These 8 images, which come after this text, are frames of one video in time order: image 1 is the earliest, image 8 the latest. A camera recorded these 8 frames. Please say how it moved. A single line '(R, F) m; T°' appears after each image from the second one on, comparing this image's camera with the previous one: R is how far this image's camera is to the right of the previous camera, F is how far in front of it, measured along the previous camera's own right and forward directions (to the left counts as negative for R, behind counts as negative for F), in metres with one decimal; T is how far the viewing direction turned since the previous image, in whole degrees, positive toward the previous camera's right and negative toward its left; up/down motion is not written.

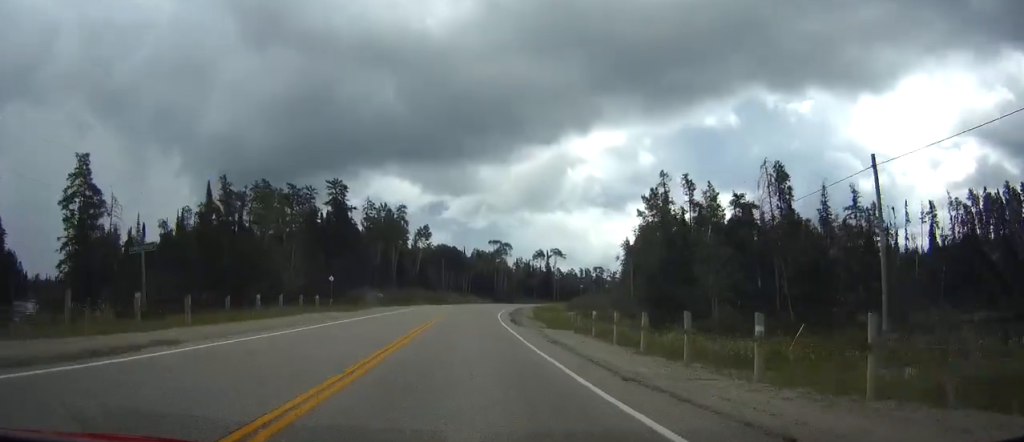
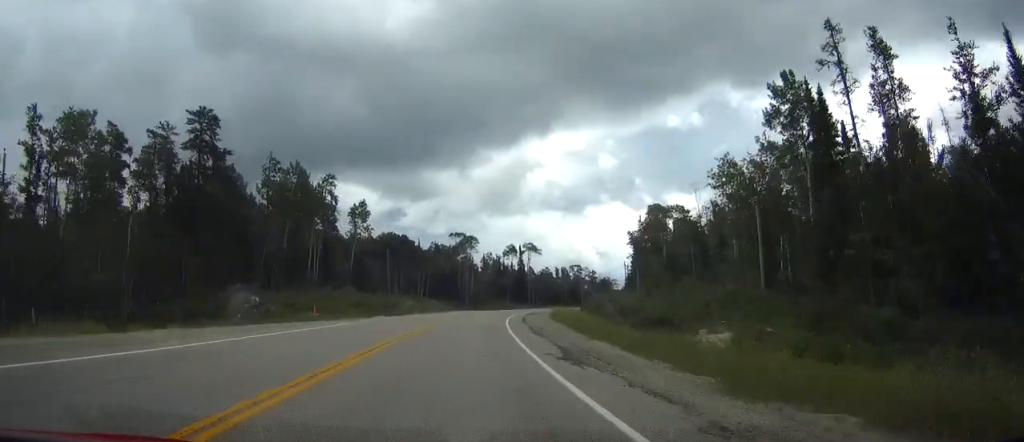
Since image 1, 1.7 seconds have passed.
(+1.2, +50.2) m; +3°
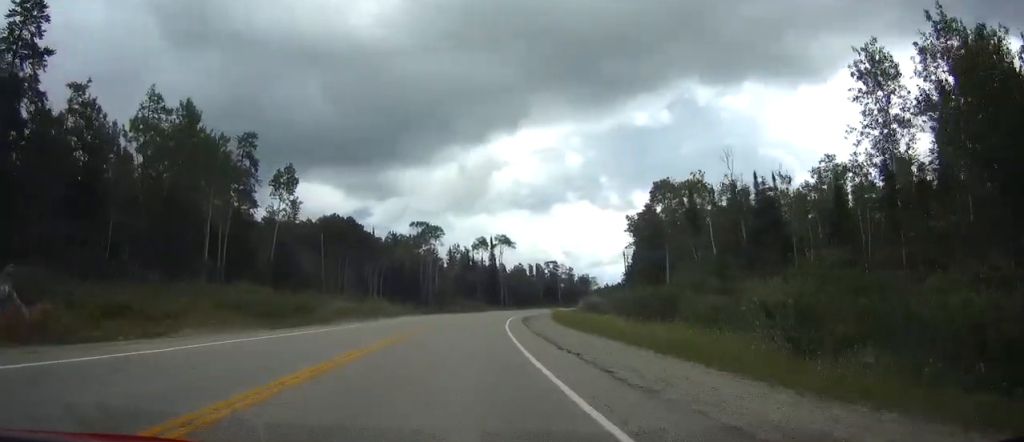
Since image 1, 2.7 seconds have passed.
(+0.8, +31.3) m; +3°
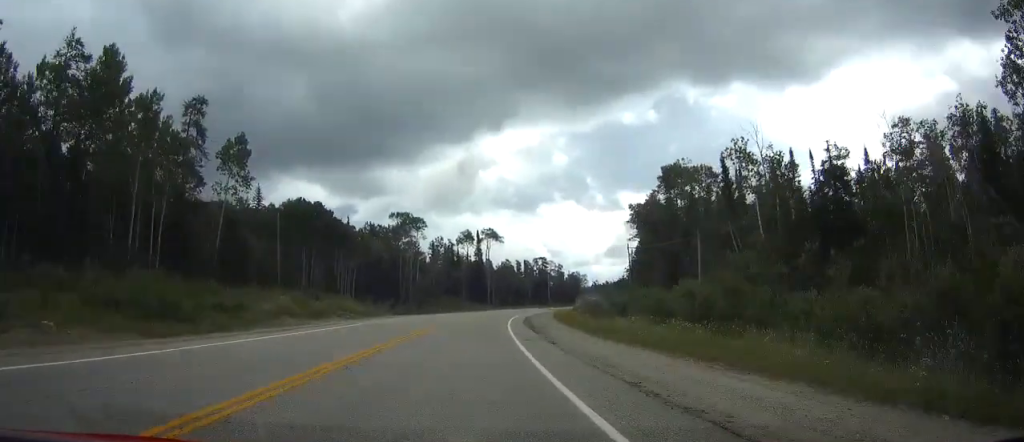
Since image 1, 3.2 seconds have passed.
(+0.1, +15.2) m; +2°
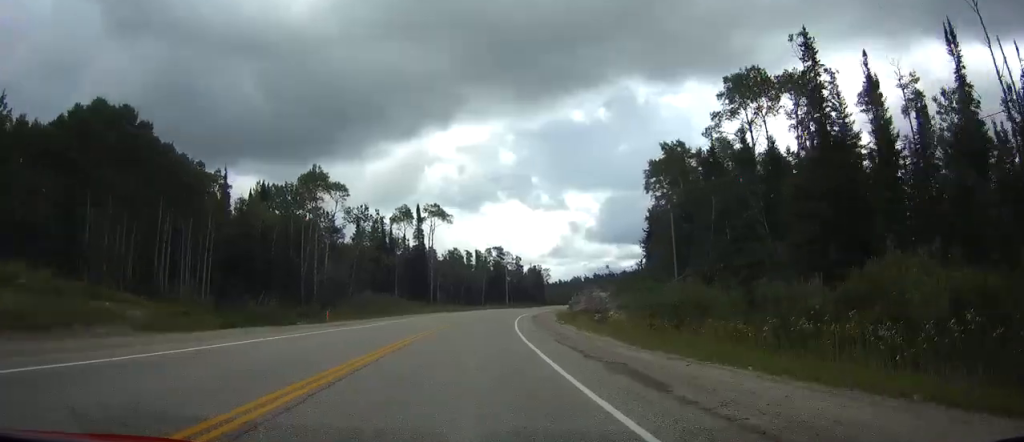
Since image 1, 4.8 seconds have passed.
(+2.2, +50.3) m; +5°
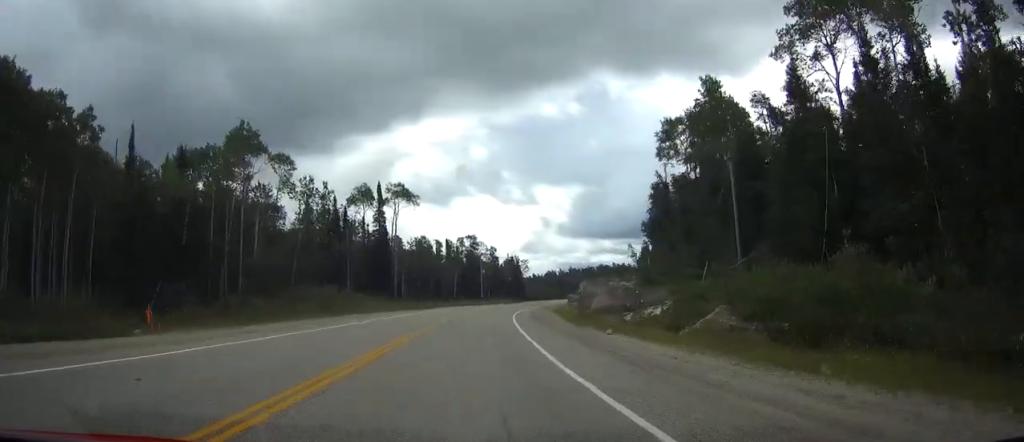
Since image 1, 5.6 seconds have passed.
(+0.4, +22.8) m; +3°
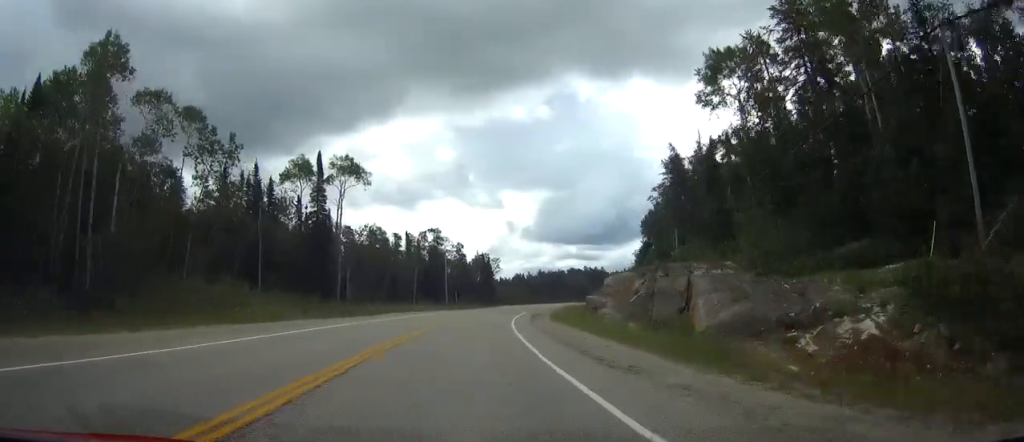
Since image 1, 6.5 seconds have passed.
(+0.7, +28.1) m; +3°
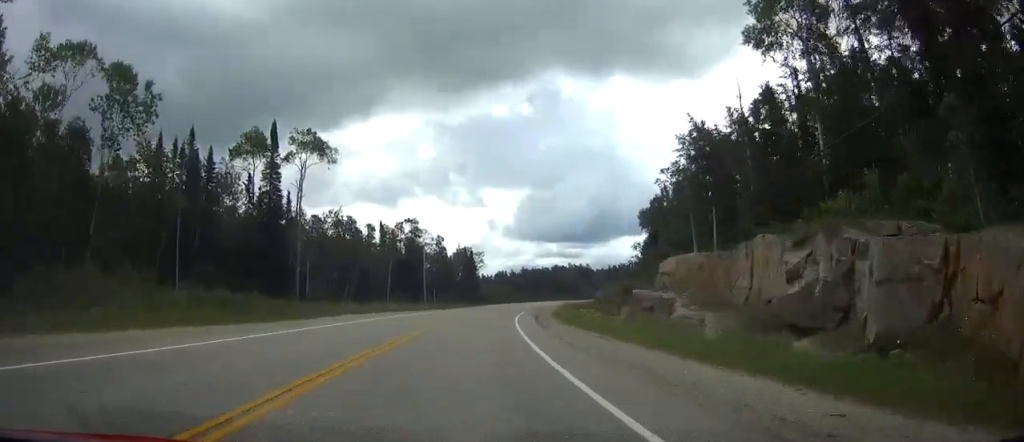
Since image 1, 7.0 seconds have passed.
(+0.5, +16.7) m; +1°
